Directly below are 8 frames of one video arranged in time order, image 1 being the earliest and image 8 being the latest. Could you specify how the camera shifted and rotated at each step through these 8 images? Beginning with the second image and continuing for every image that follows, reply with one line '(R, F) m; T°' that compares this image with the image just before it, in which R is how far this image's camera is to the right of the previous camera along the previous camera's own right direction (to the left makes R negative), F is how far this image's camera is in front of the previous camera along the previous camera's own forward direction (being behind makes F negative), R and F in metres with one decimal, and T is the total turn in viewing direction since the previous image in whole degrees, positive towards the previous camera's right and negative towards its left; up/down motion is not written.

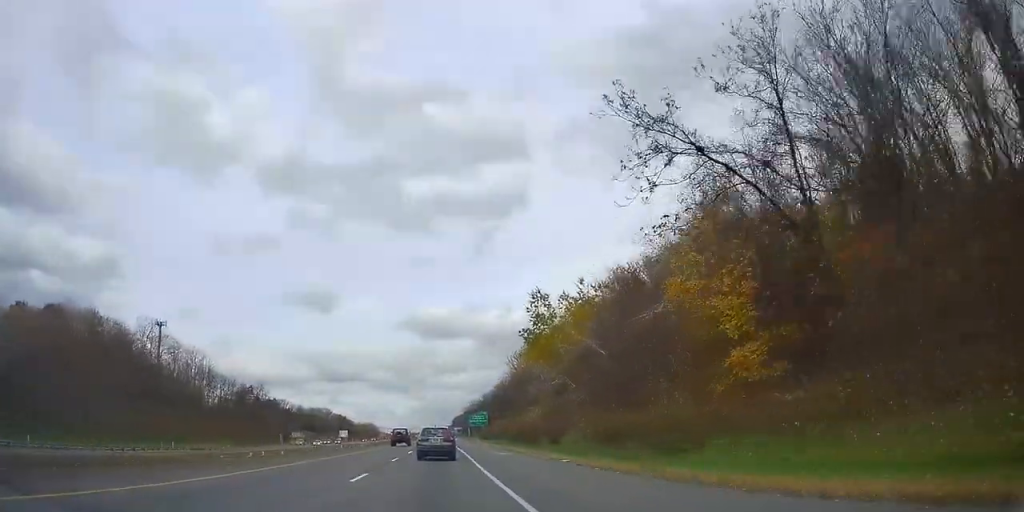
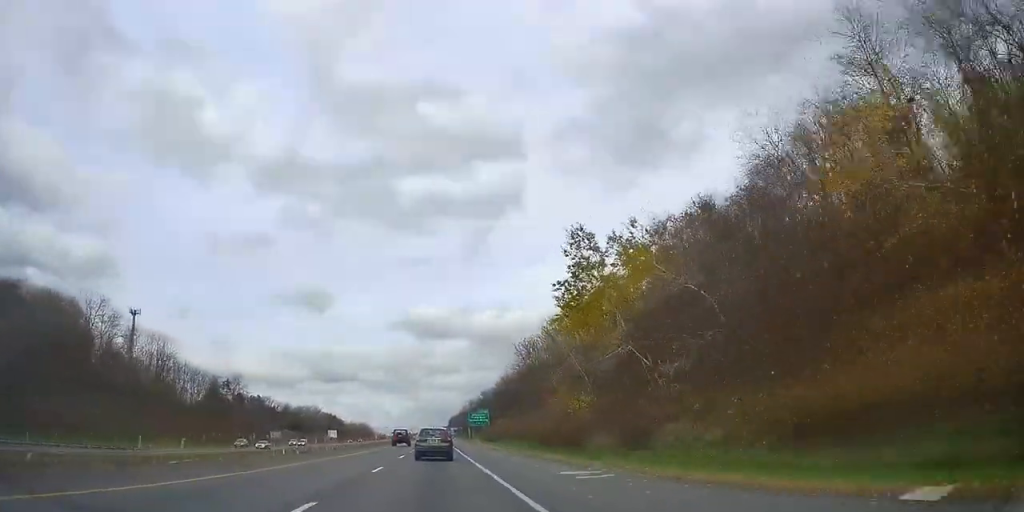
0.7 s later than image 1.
(0.0, +19.9) m; +1°
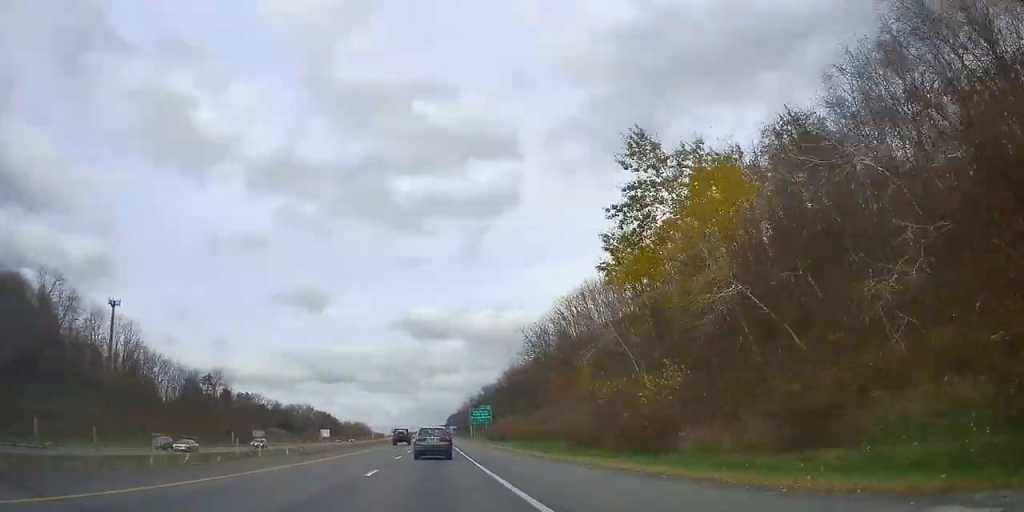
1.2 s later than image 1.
(+0.1, +14.3) m; +1°
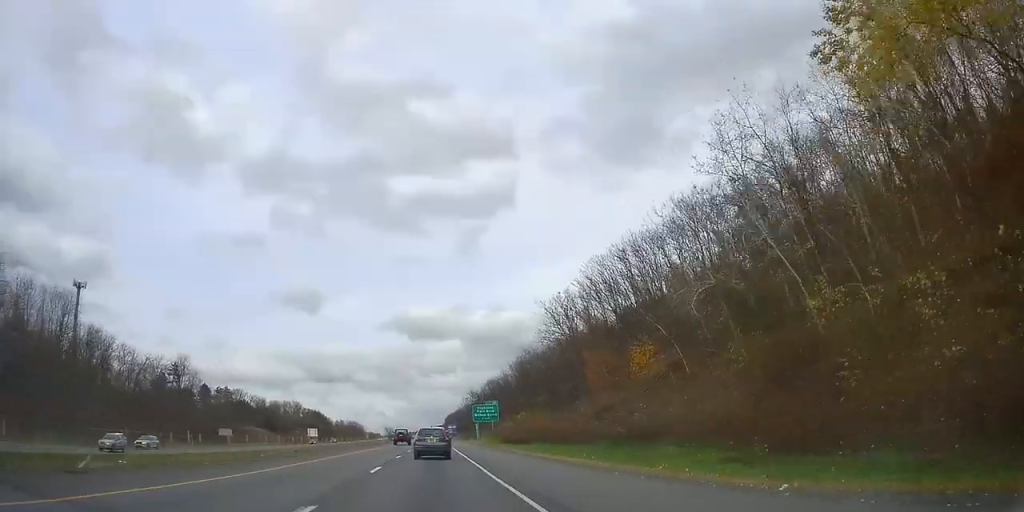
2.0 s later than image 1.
(+0.3, +22.0) m; 0°
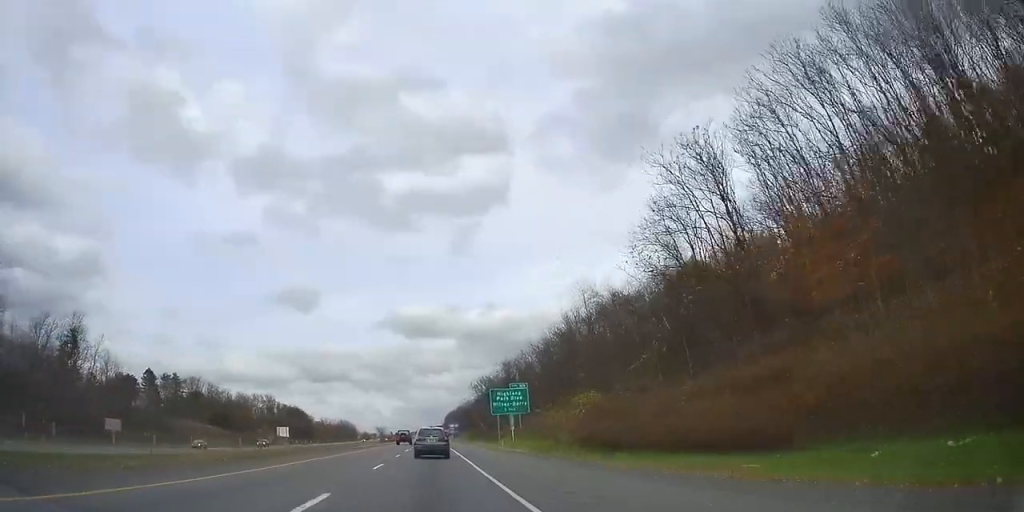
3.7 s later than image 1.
(-0.3, +45.2) m; 0°
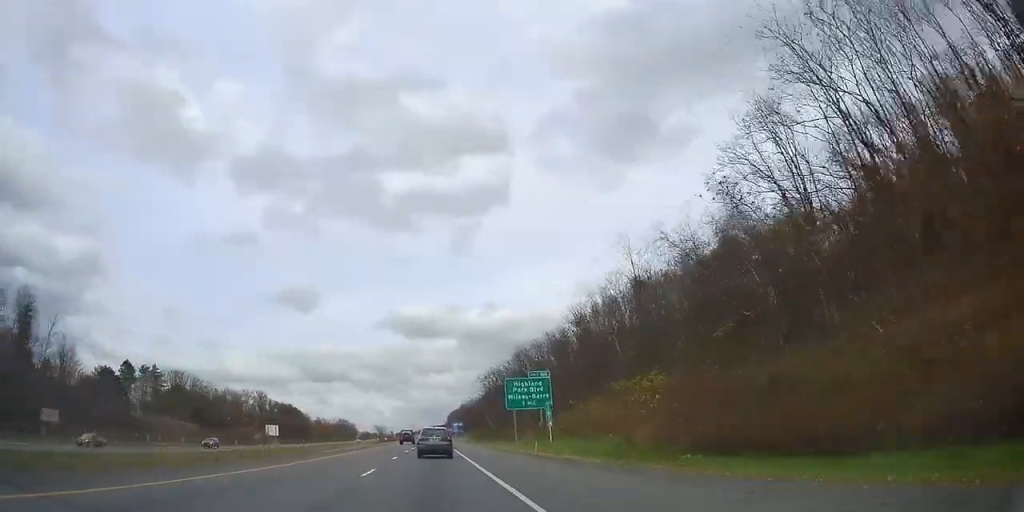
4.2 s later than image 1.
(+0.4, +15.7) m; -1°
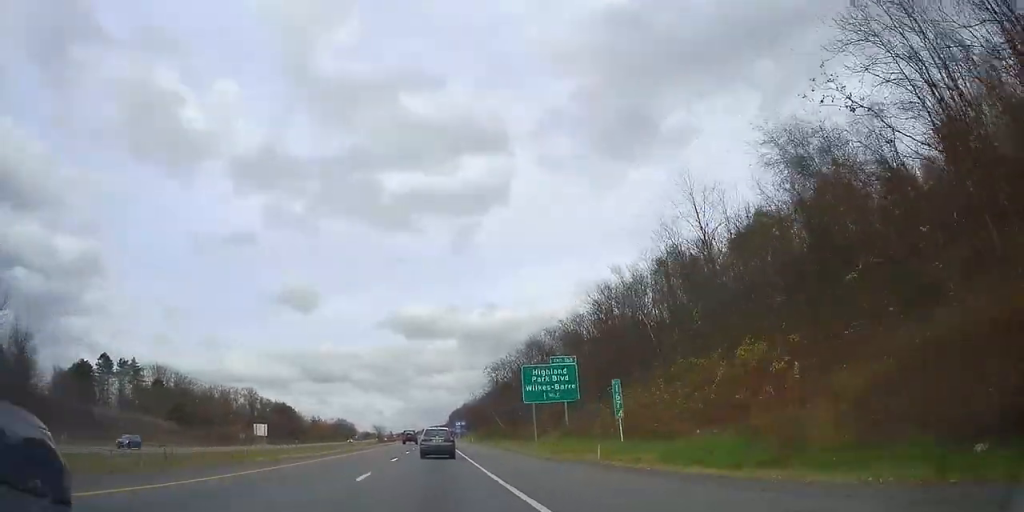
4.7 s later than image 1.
(+0.1, +13.3) m; 0°
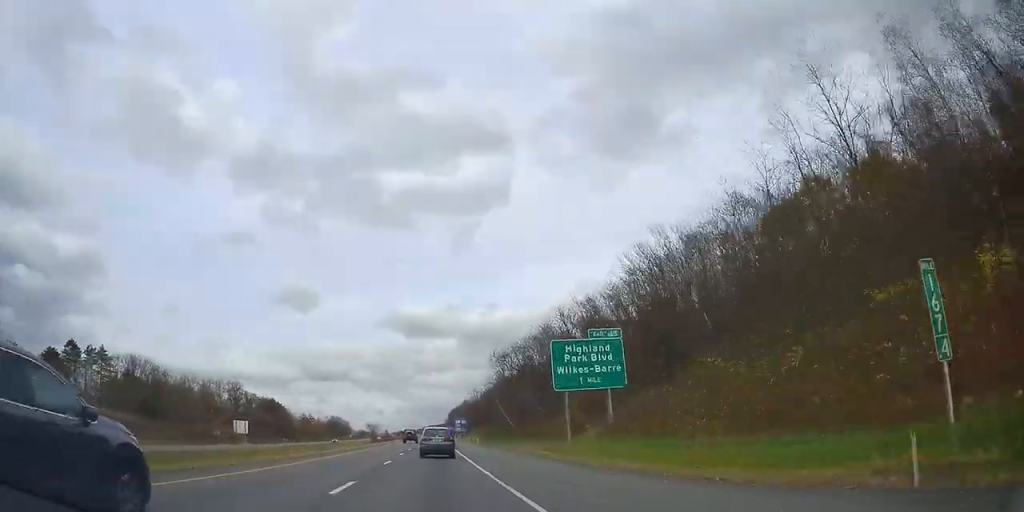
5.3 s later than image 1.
(-0.6, +15.7) m; 0°
